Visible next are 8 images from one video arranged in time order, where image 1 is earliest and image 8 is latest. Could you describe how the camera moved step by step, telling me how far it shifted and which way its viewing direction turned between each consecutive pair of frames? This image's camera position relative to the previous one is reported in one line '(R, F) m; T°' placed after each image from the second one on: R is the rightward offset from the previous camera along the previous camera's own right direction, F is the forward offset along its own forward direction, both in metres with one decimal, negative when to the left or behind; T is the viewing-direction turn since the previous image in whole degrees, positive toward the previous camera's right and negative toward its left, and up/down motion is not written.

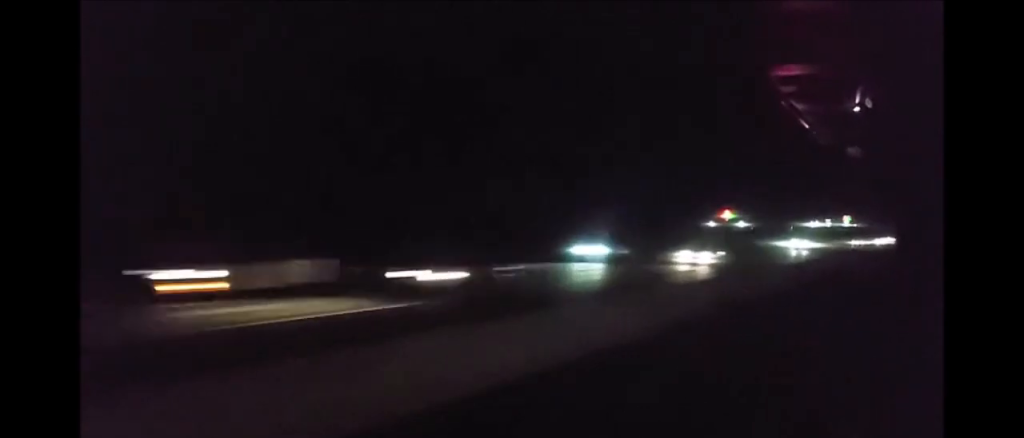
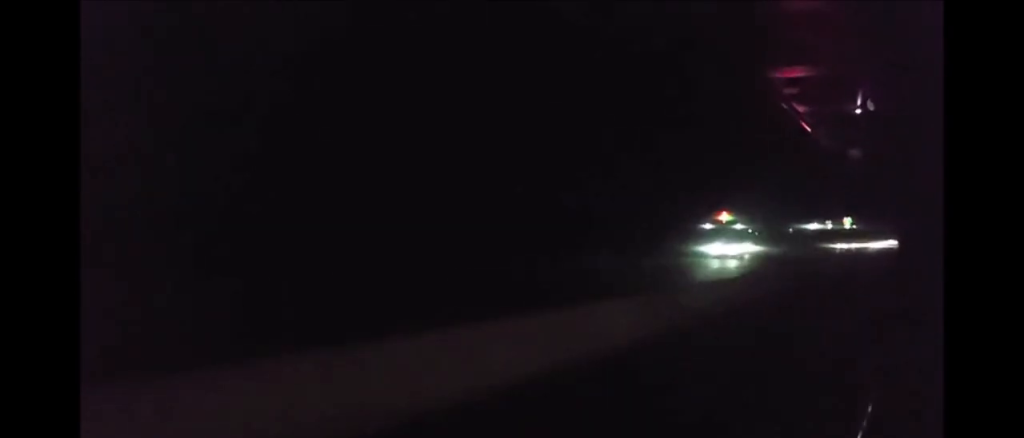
(+0.5, +24.1) m; 0°
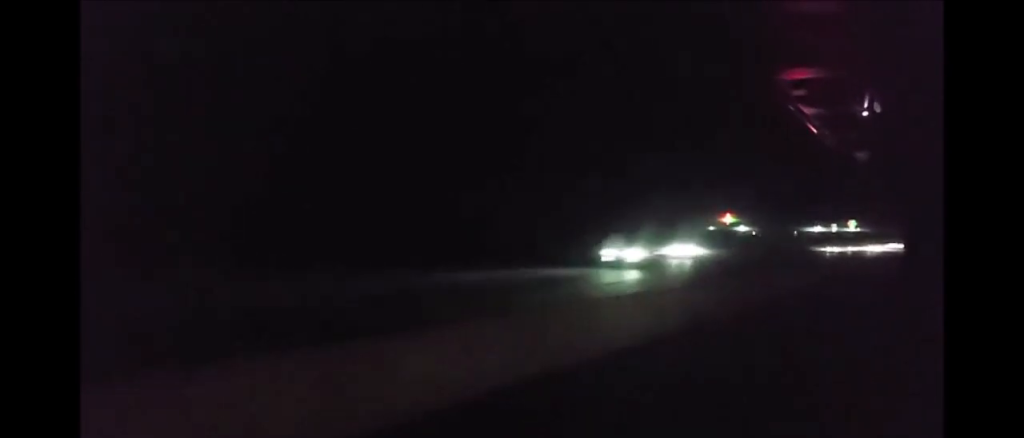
(-0.2, +13.7) m; -1°
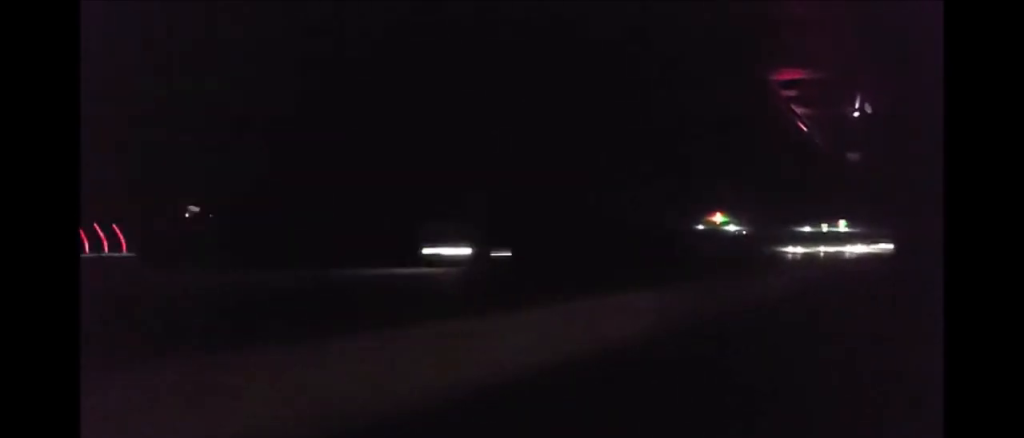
(-0.2, +18.9) m; 0°
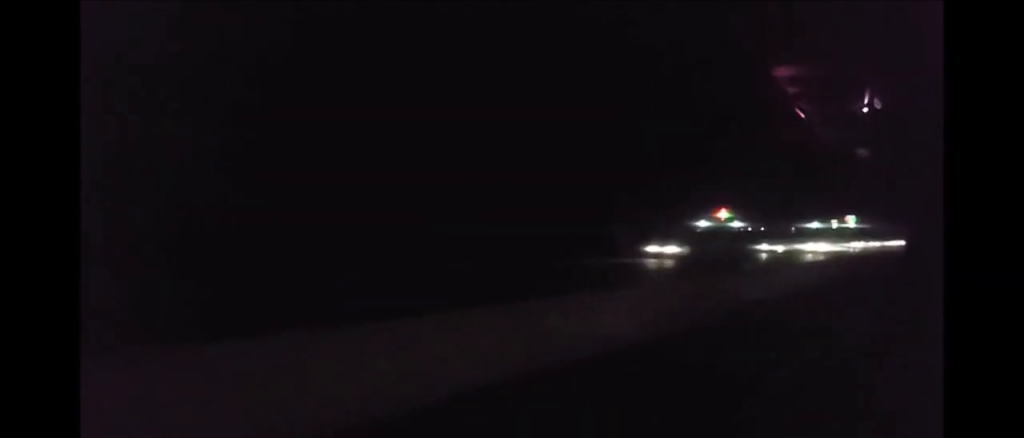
(0.0, +35.9) m; 0°
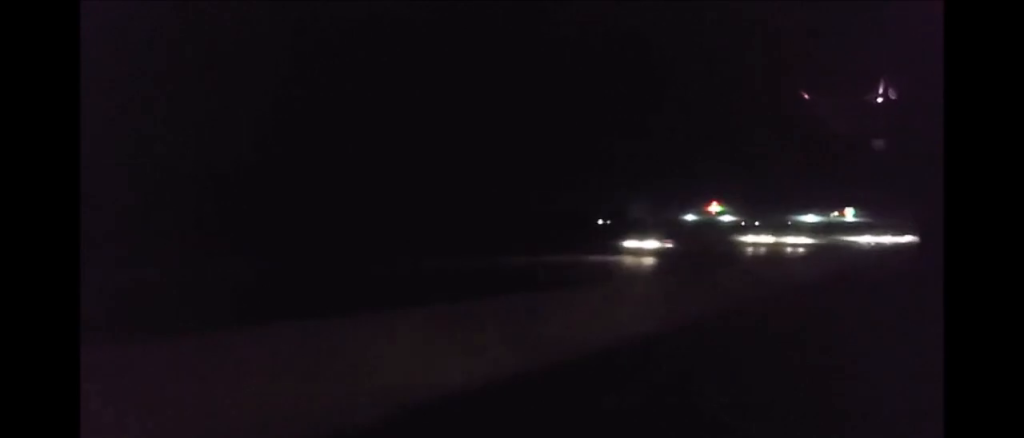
(-0.6, +74.2) m; +1°
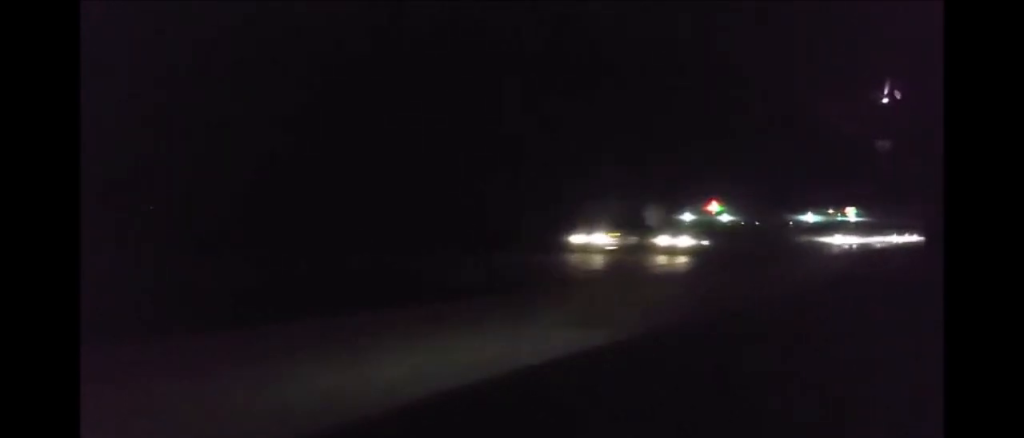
(+0.3, +27.7) m; +1°
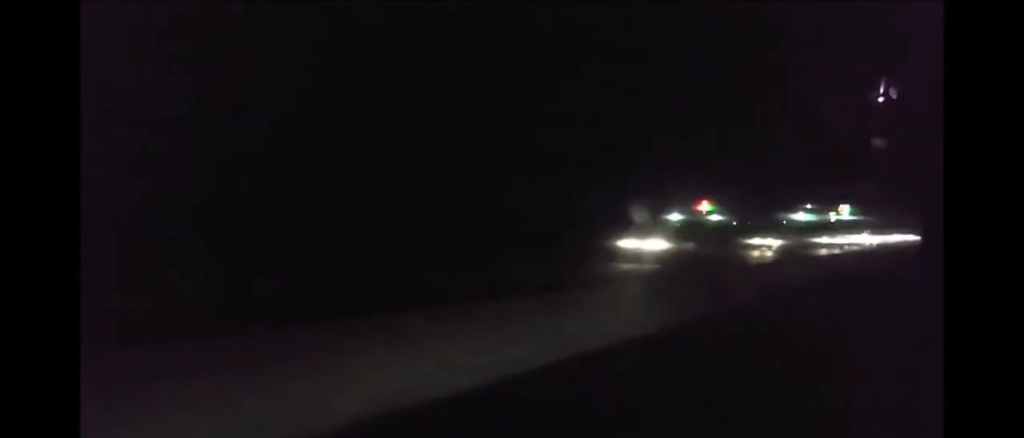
(-0.2, +39.4) m; -1°
